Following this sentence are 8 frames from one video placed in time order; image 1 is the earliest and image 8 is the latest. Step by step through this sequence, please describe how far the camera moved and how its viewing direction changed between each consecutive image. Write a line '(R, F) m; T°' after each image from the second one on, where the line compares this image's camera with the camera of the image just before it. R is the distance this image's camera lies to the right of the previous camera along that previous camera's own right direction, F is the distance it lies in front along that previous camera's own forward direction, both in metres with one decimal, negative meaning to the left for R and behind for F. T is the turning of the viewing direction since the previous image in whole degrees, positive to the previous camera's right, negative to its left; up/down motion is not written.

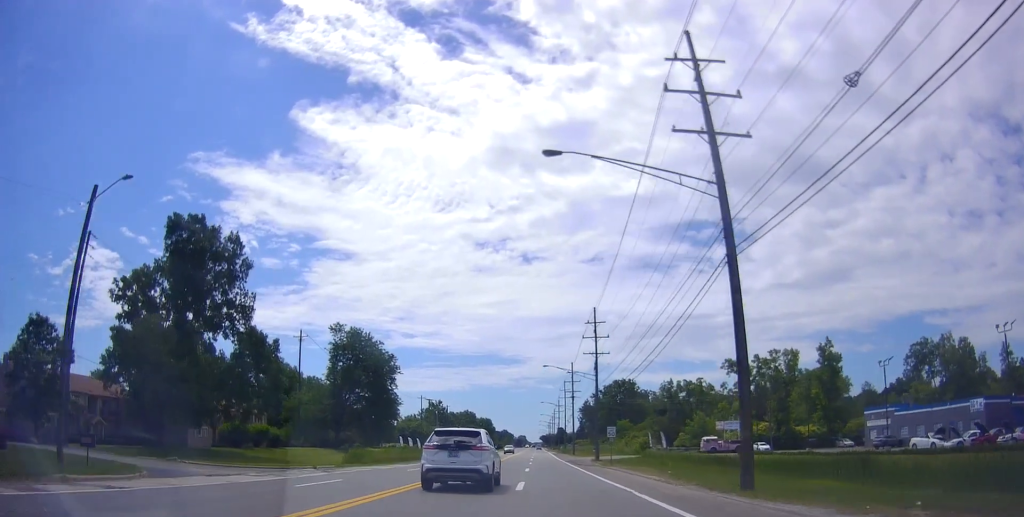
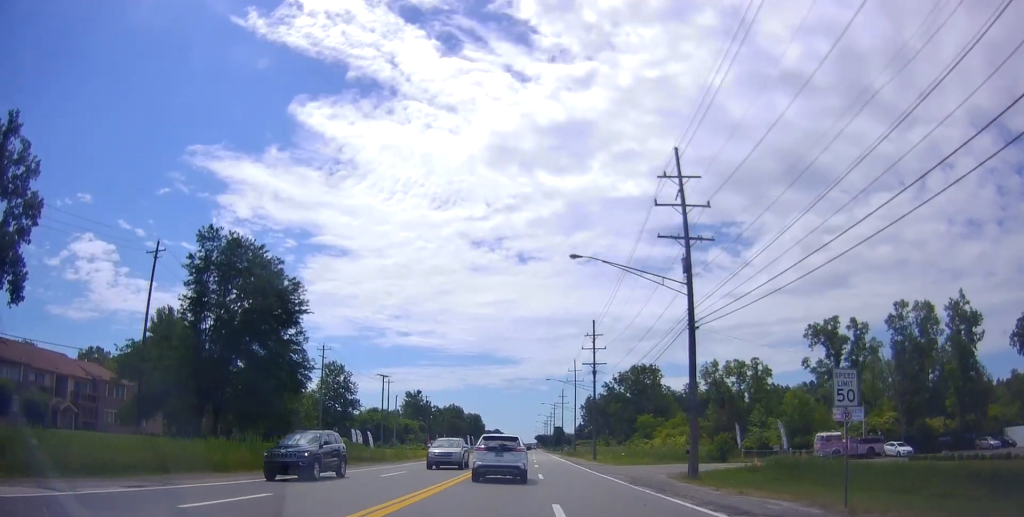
(+0.5, +37.8) m; +1°
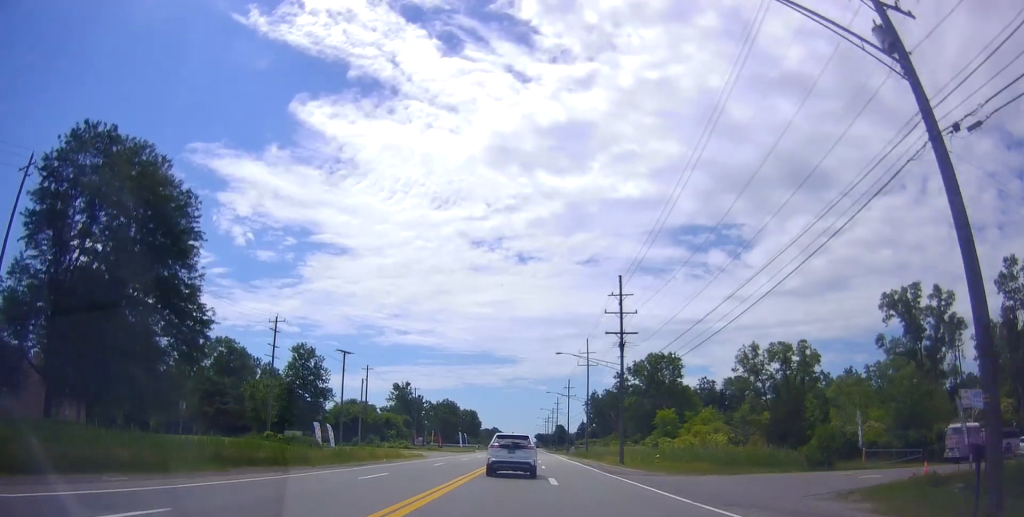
(-0.2, +19.6) m; 0°
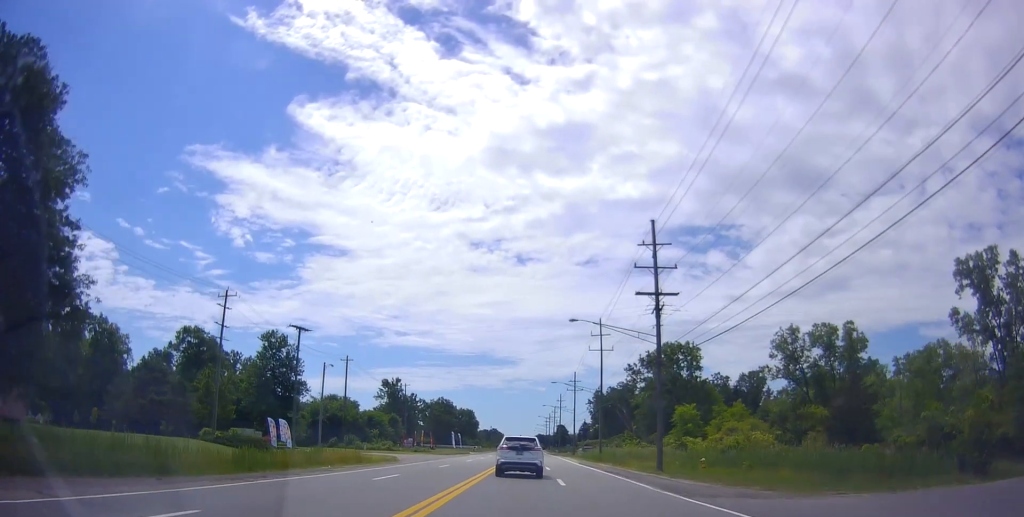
(0.0, +14.3) m; +1°
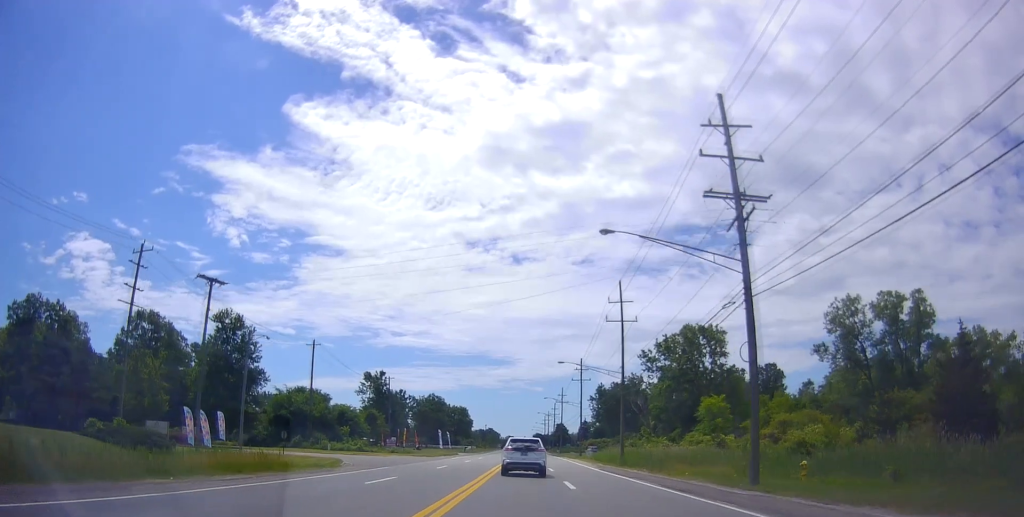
(+0.3, +16.4) m; 0°
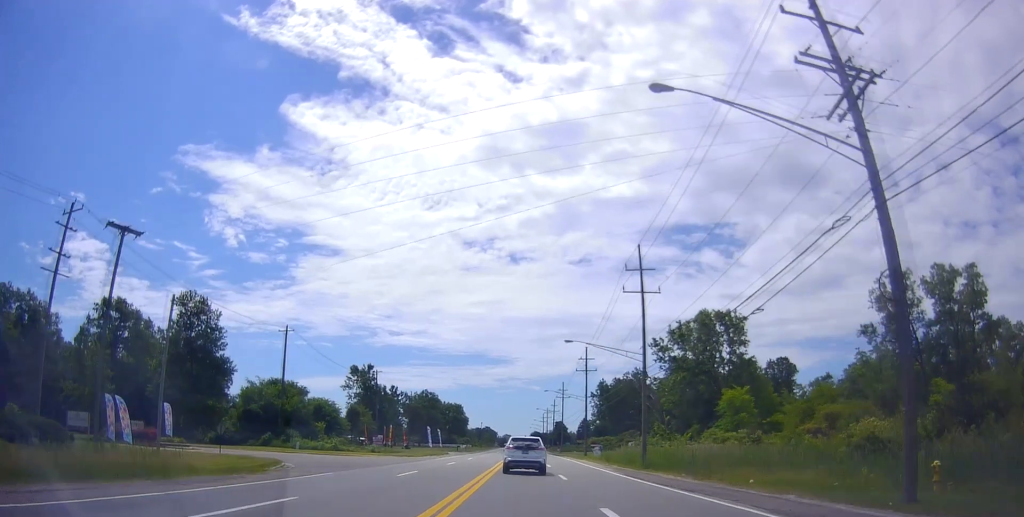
(-0.2, +10.3) m; 0°
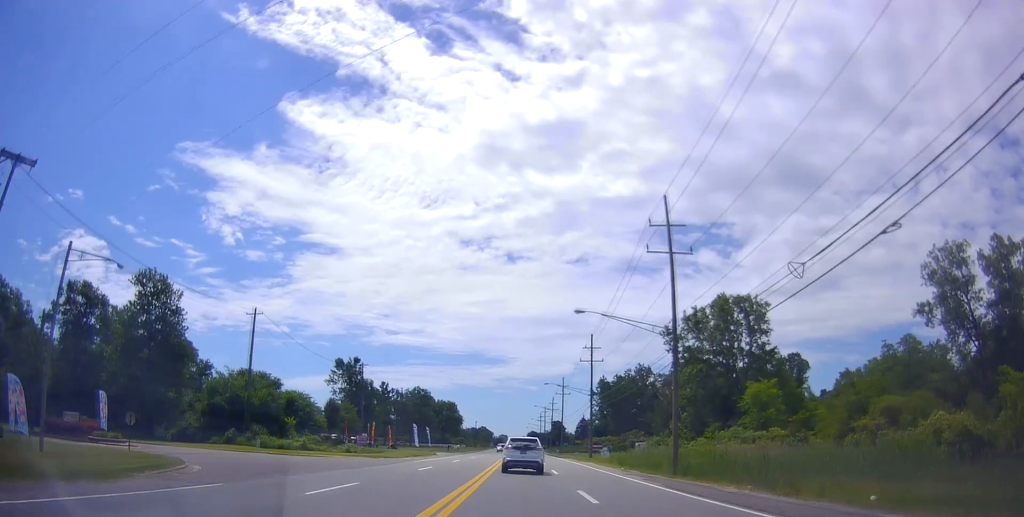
(-0.2, +9.6) m; 0°
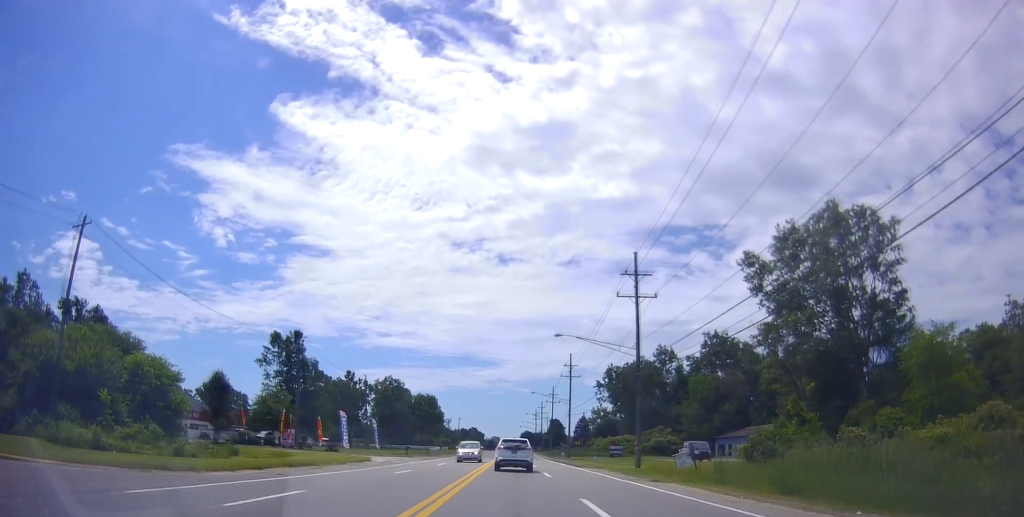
(+0.6, +33.6) m; +1°
